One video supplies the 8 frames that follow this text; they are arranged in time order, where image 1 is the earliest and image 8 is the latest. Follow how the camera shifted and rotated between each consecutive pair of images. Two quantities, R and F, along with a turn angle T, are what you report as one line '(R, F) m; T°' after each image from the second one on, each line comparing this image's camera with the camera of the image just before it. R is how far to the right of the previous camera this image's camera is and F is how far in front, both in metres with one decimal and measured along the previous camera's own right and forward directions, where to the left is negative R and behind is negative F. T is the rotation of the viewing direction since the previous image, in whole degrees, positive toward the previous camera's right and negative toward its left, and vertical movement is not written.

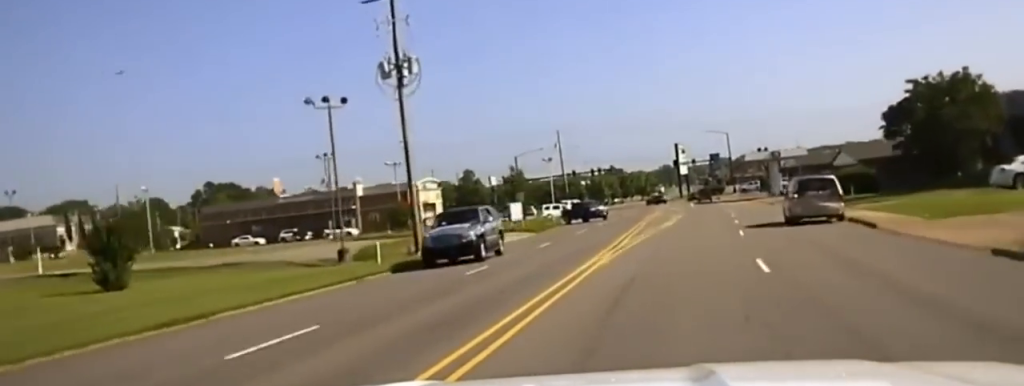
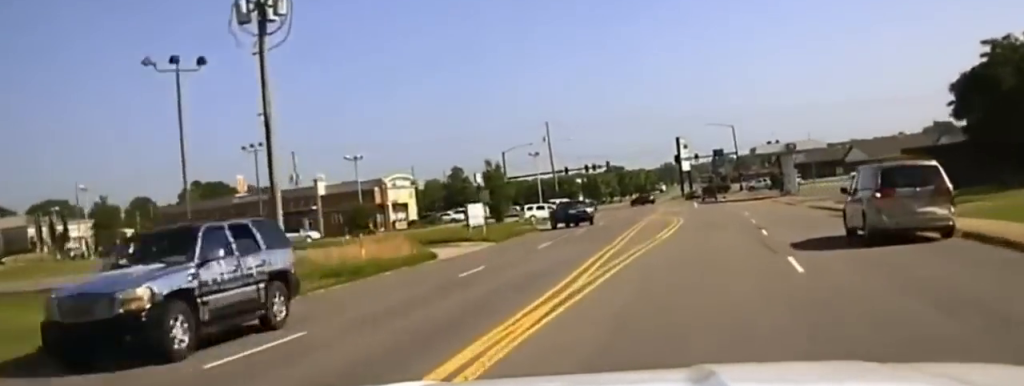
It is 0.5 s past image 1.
(0.0, +10.1) m; 0°
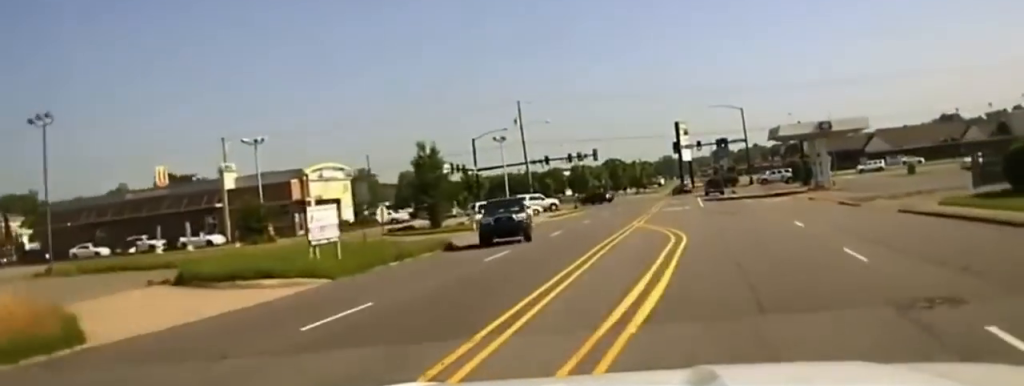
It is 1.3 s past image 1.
(-0.2, +16.2) m; 0°
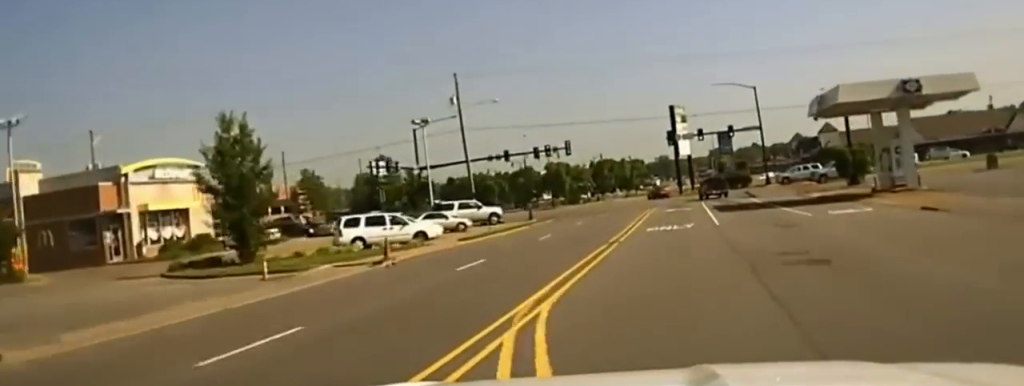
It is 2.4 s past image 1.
(+0.1, +22.7) m; +1°
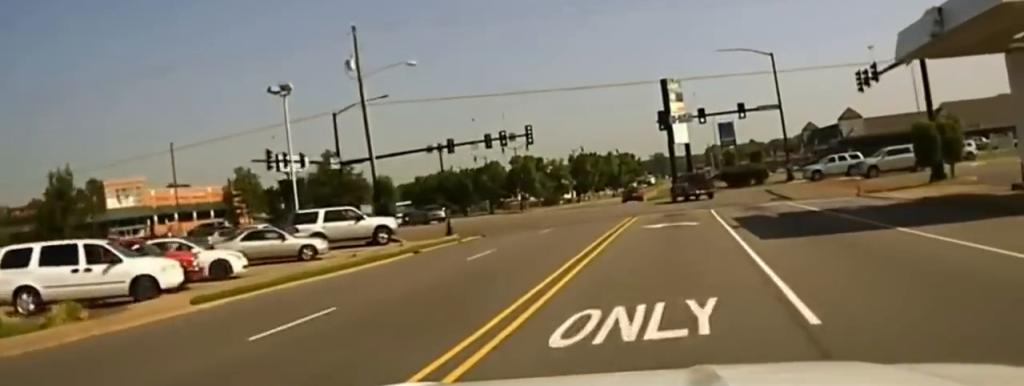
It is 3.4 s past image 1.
(+0.2, +23.7) m; 0°
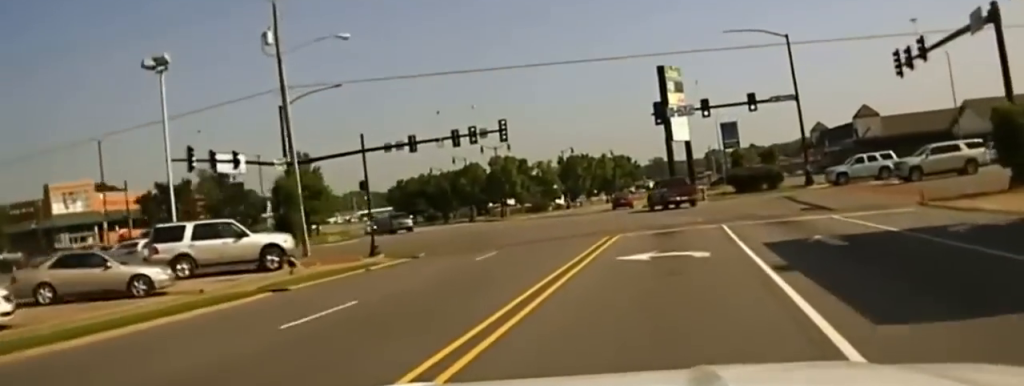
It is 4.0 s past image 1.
(-0.1, +13.2) m; 0°
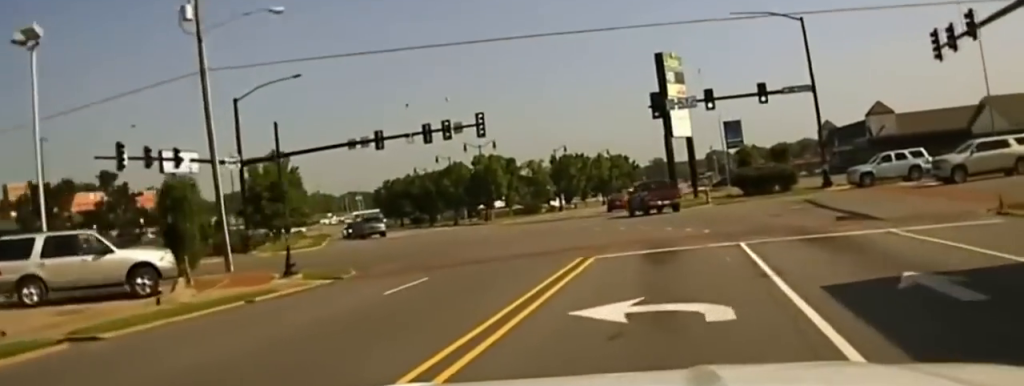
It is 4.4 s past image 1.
(0.0, +9.6) m; 0°
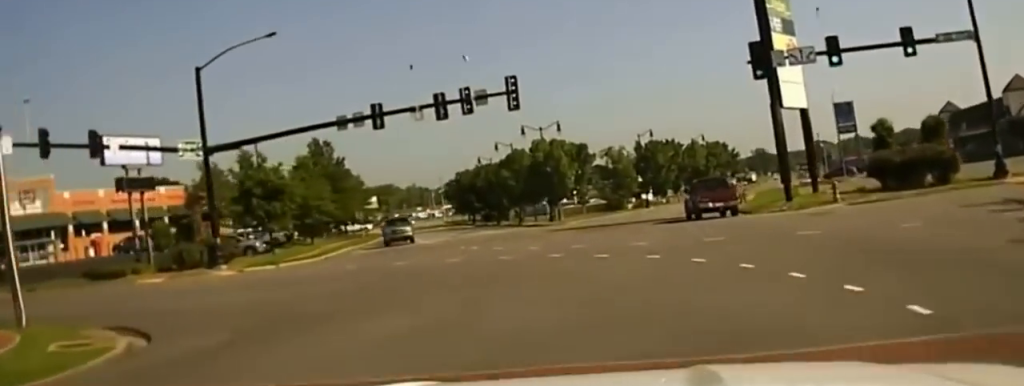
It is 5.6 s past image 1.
(-0.5, +20.1) m; -10°
